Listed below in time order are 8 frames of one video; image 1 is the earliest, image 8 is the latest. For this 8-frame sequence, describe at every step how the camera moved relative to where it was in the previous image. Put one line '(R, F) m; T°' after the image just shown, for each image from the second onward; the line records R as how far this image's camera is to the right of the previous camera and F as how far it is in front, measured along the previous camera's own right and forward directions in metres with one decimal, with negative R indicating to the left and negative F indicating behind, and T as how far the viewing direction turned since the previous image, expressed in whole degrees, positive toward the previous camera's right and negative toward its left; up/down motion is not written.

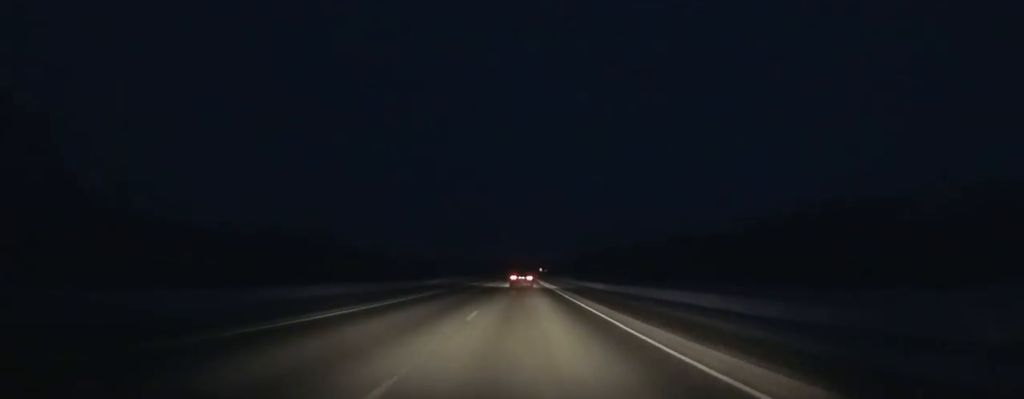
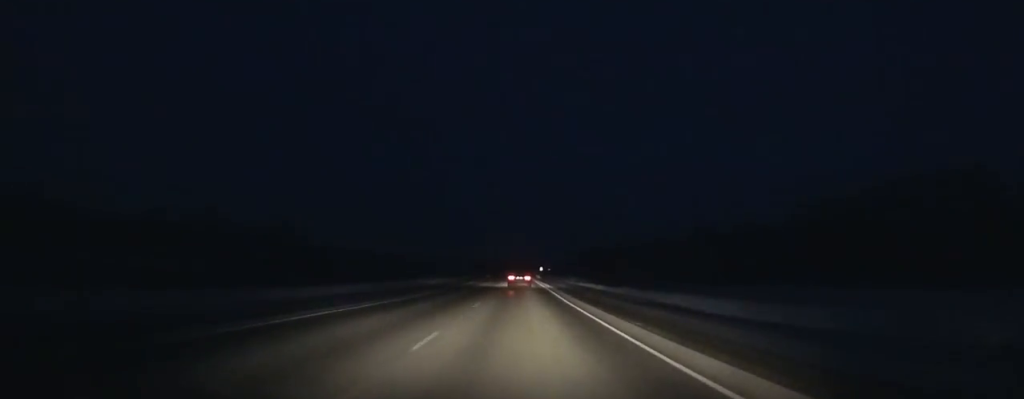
(+0.2, +41.2) m; 0°
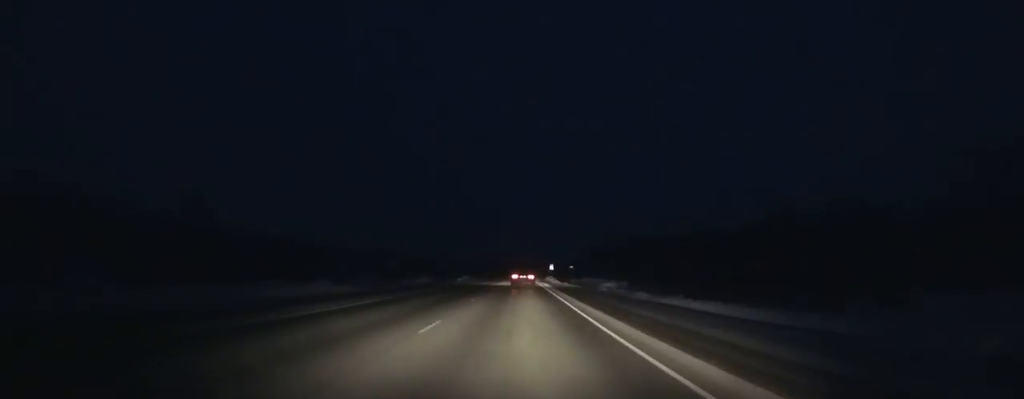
(-0.1, +56.7) m; 0°
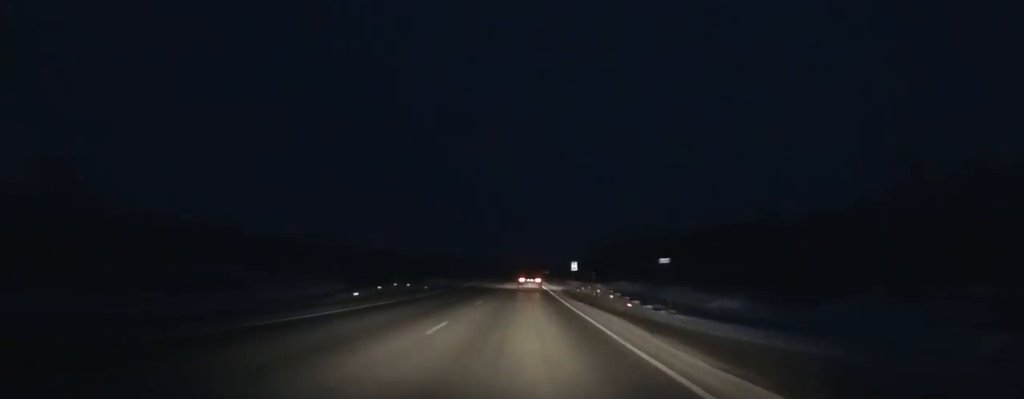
(-0.1, +47.3) m; 0°
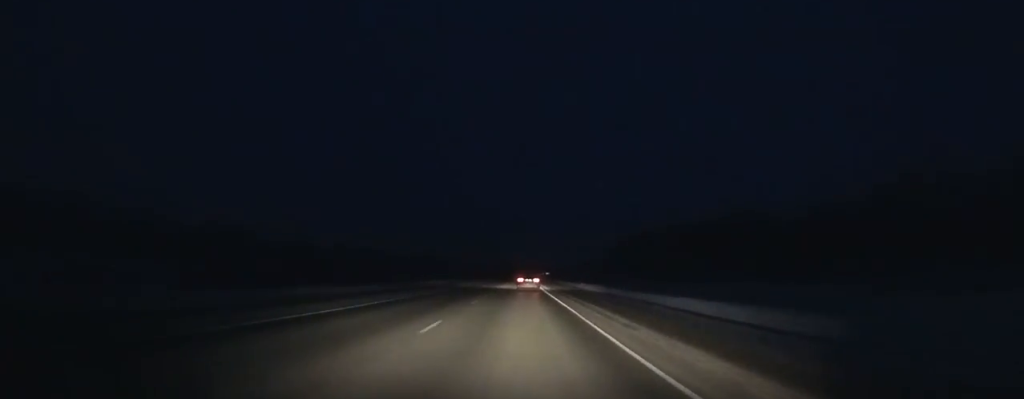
(0.0, +82.9) m; 0°
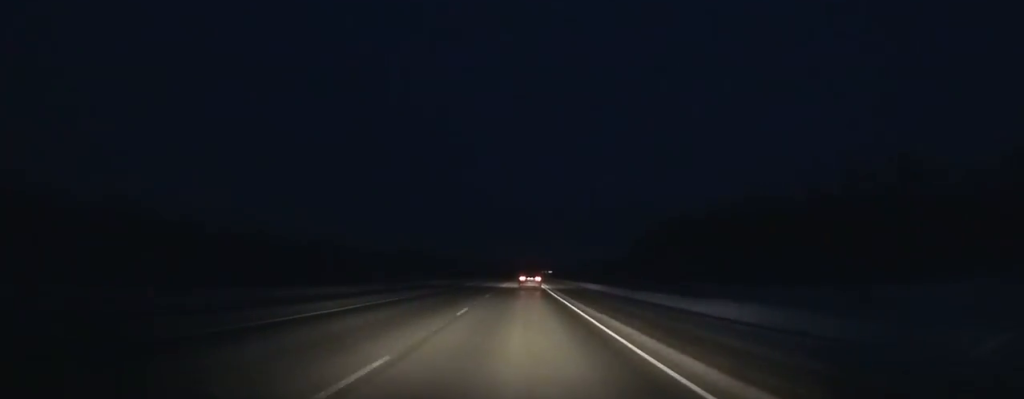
(0.0, +67.4) m; 0°
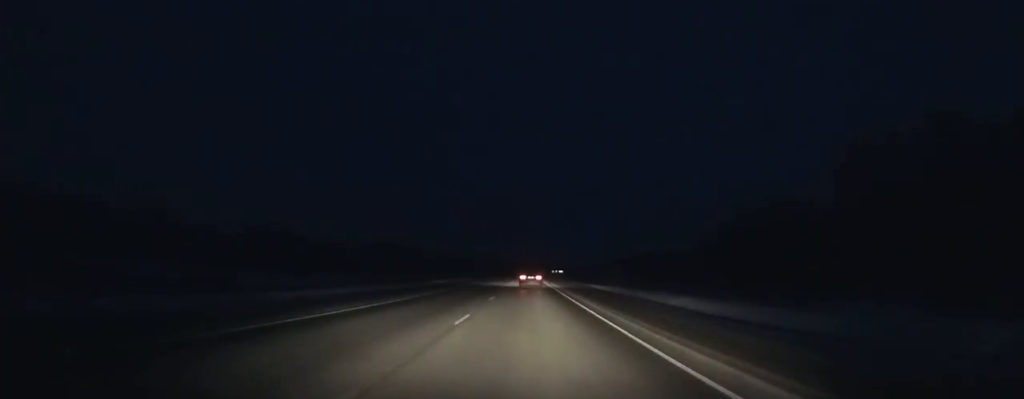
(+0.3, +111.6) m; 0°
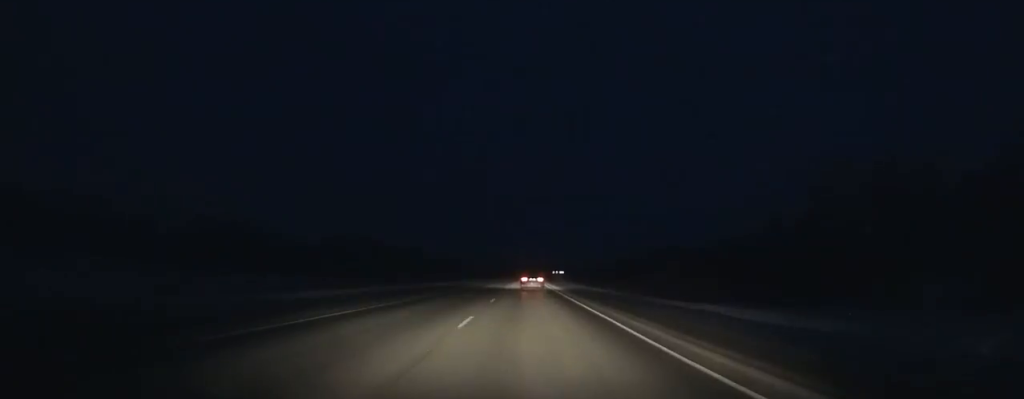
(0.0, +48.7) m; 0°
